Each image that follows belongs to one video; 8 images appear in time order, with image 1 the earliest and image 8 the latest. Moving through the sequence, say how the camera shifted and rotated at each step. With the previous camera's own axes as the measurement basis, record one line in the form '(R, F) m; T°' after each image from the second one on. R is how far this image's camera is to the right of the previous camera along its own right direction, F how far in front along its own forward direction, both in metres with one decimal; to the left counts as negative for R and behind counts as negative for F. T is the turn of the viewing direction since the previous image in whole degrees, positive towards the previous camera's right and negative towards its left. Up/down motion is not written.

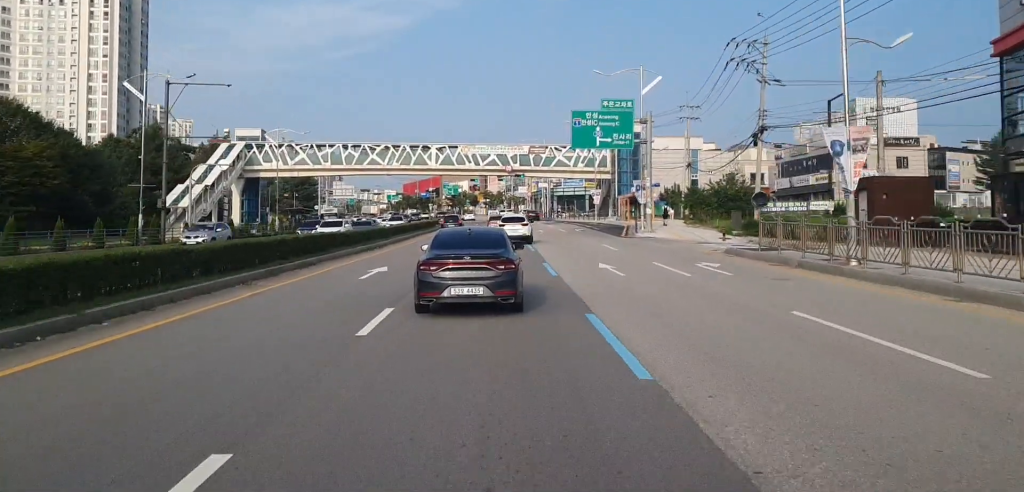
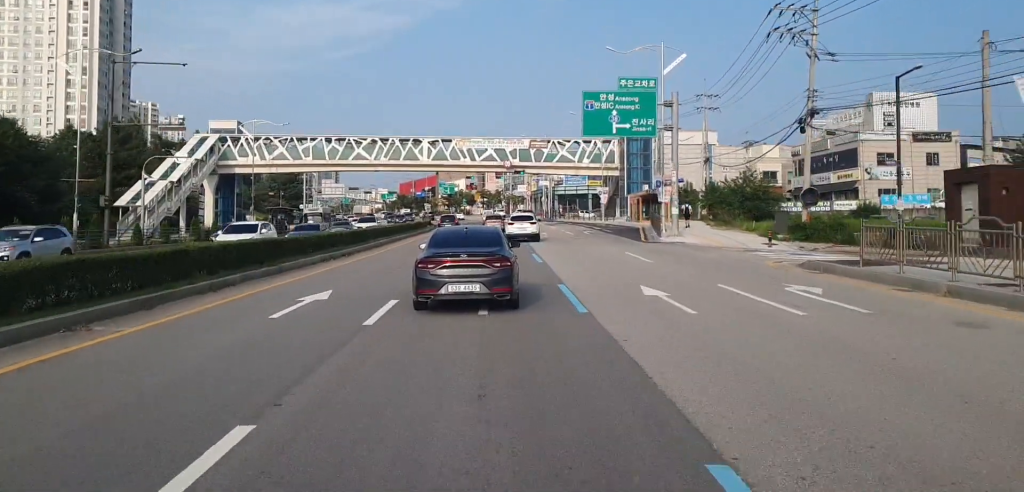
(0.0, +7.8) m; -1°
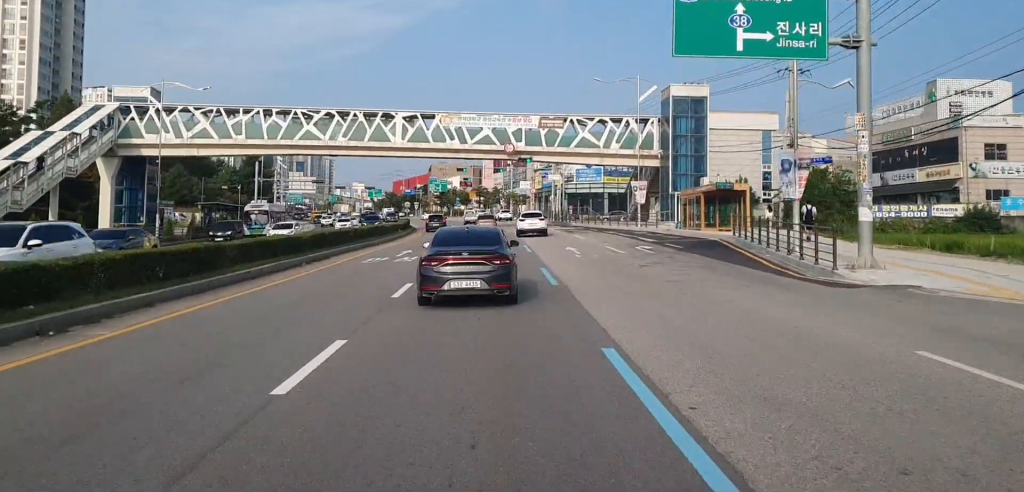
(-0.1, +21.4) m; +2°
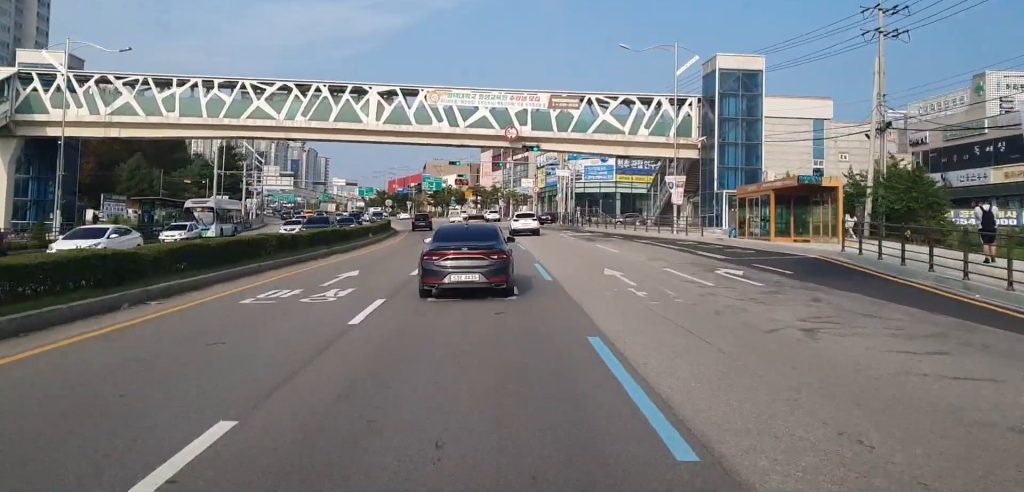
(+0.3, +12.7) m; +1°
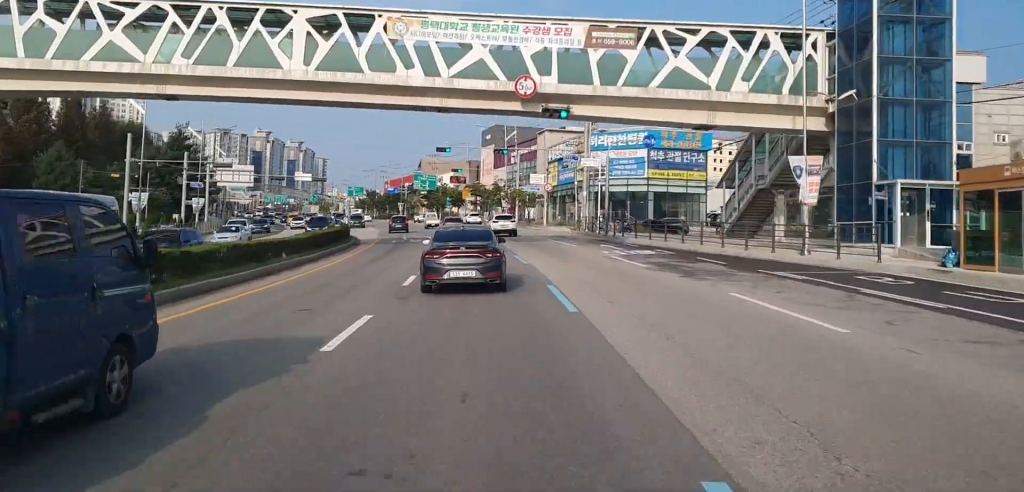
(-0.6, +19.9) m; -2°
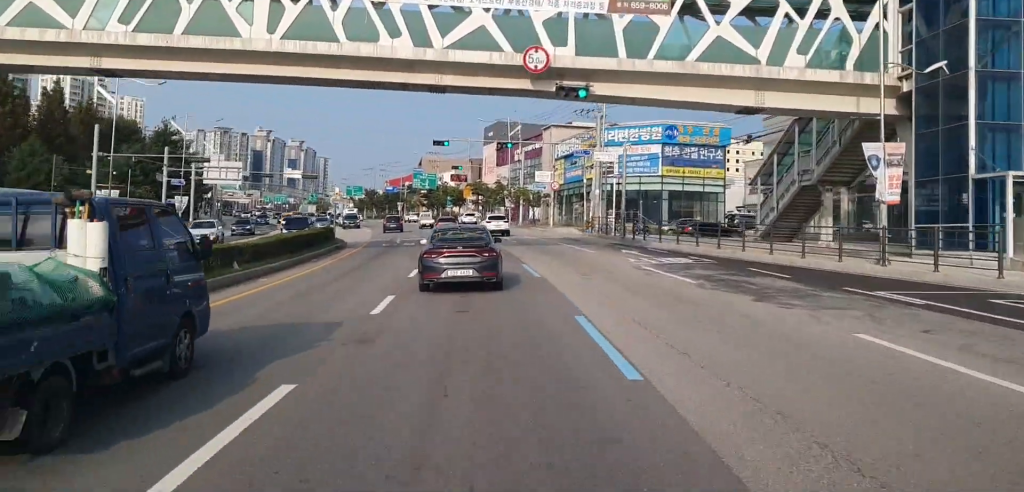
(+0.1, +5.4) m; 0°
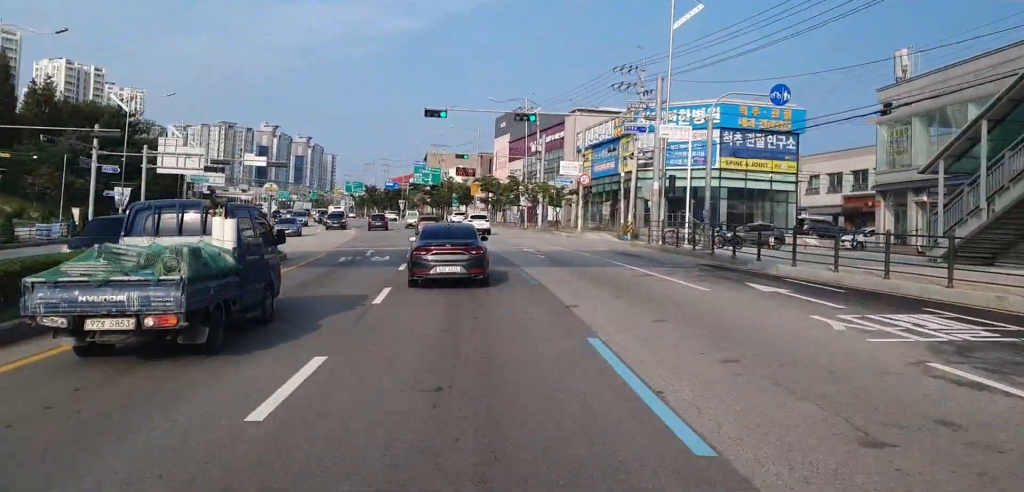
(+0.2, +14.9) m; -1°
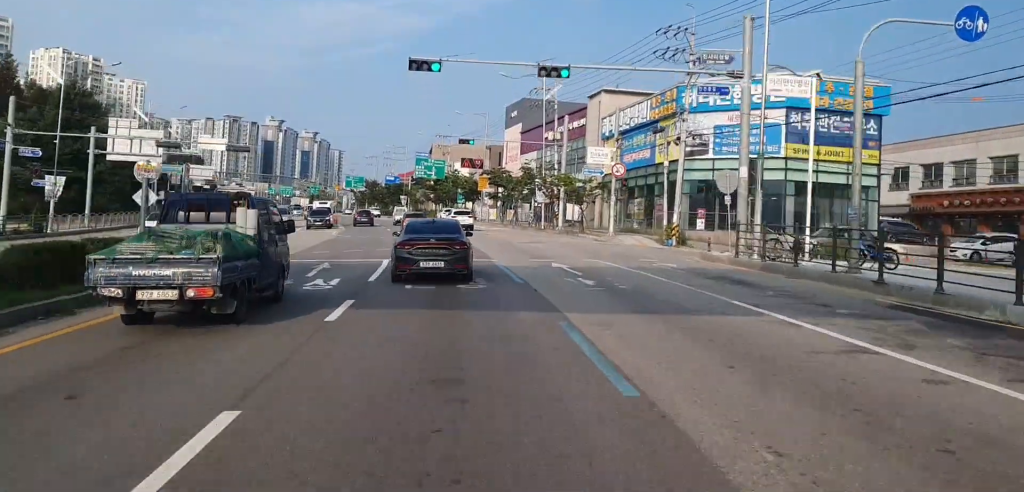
(-0.3, +11.1) m; -1°
